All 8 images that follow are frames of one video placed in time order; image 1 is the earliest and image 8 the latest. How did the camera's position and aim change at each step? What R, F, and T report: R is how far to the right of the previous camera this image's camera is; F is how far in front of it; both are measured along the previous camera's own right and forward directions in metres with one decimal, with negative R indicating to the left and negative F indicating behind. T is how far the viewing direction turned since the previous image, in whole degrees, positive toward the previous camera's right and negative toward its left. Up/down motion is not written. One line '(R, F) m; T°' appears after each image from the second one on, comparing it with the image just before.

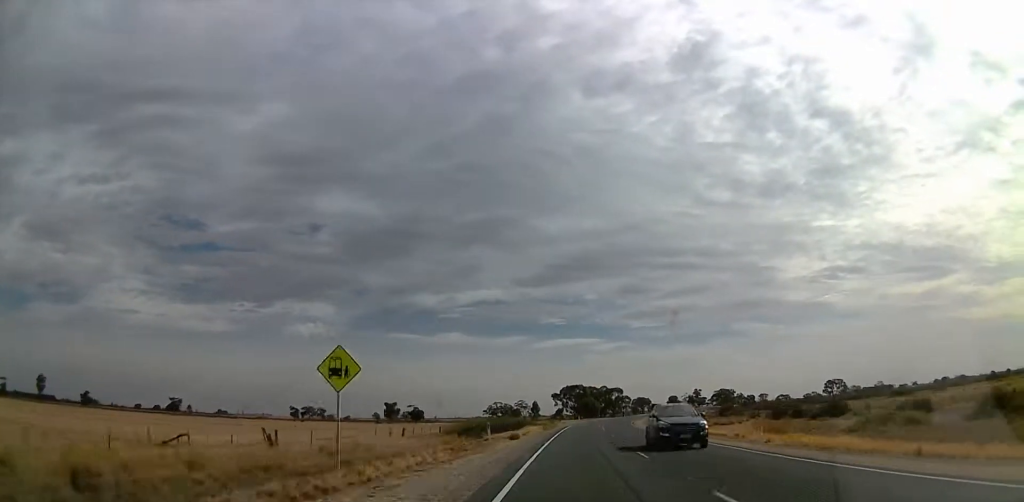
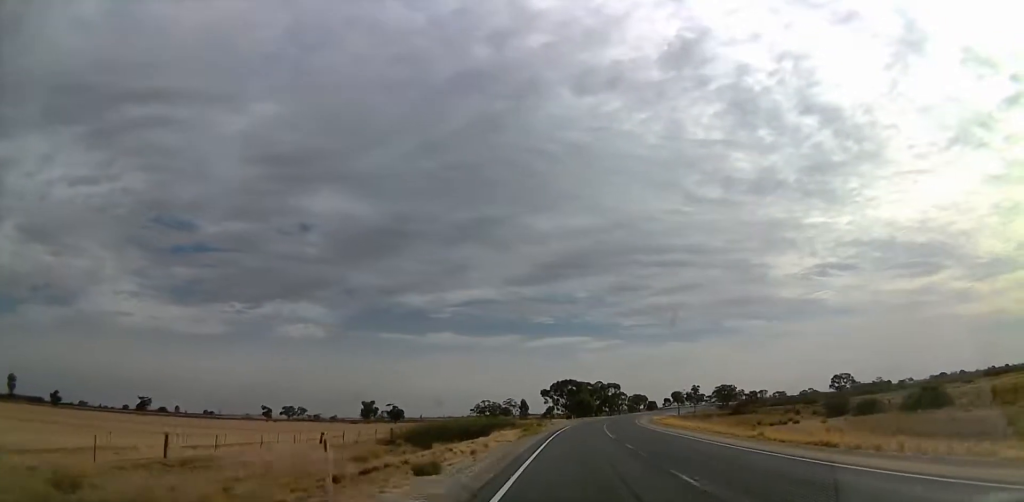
(-0.1, +19.8) m; 0°
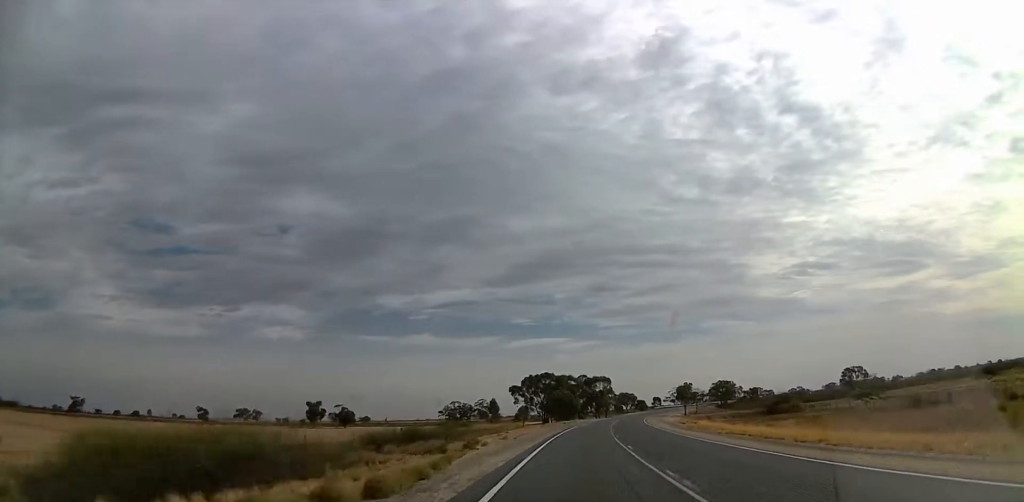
(0.0, +36.0) m; +3°
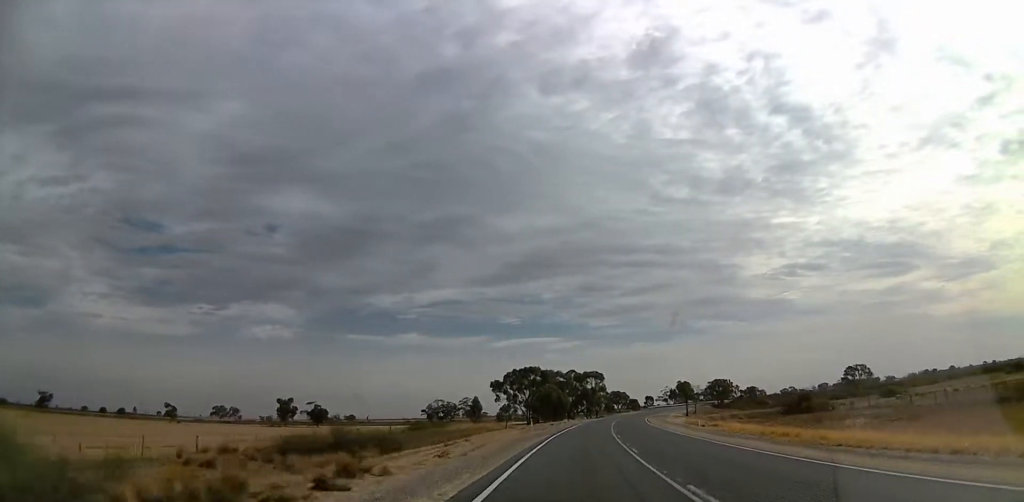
(+0.8, +14.3) m; 0°
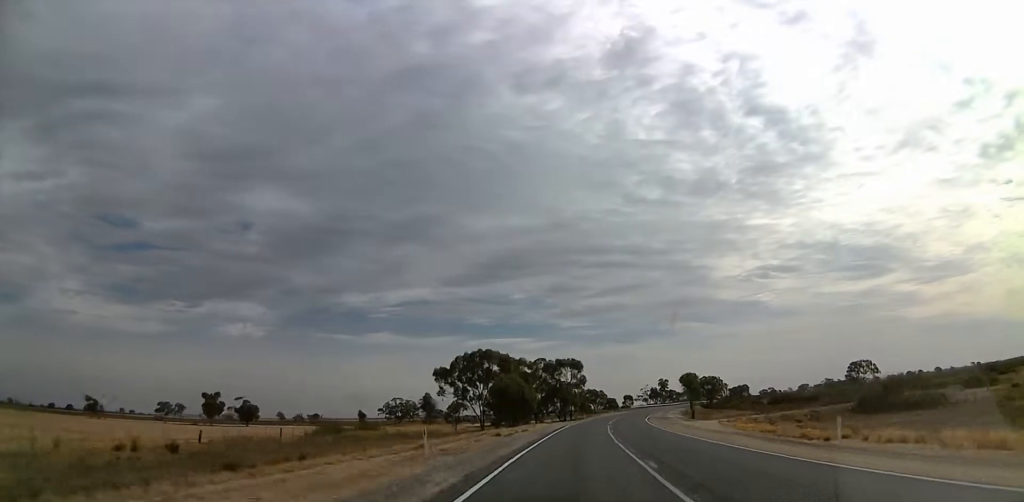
(-0.2, +29.6) m; 0°
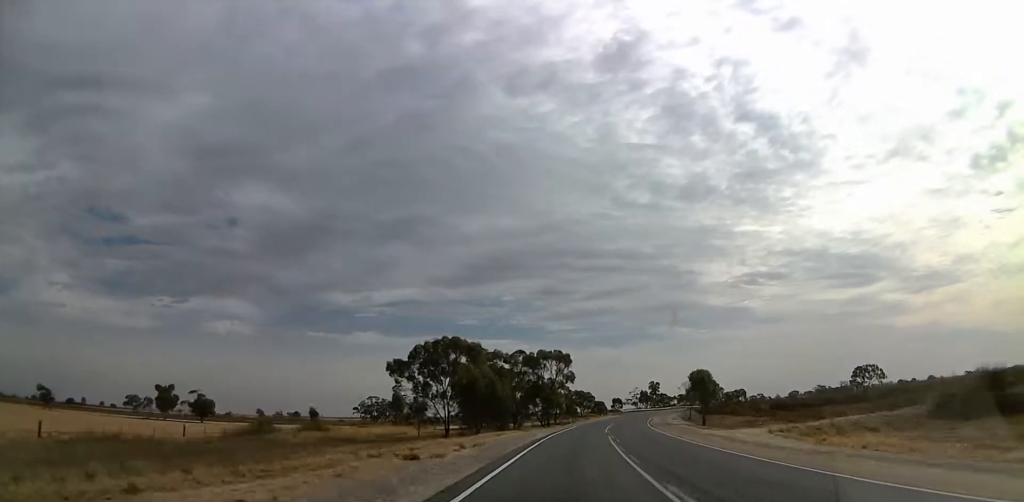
(-0.3, +16.1) m; +1°
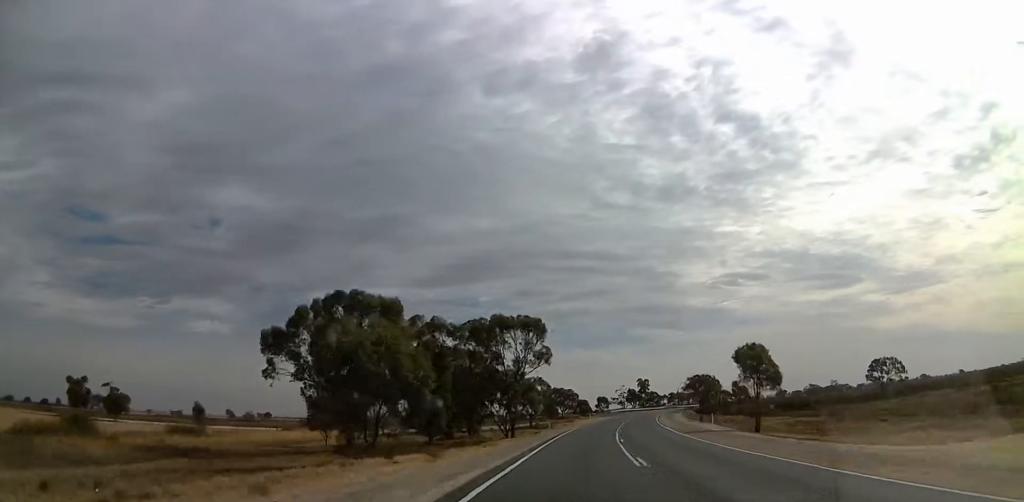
(+1.7, +27.8) m; +6°
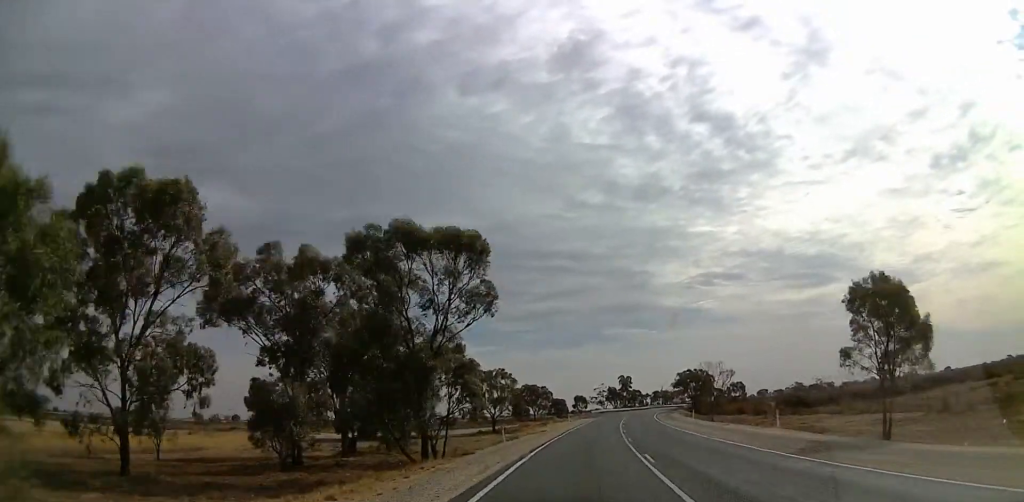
(+0.9, +23.5) m; +2°
